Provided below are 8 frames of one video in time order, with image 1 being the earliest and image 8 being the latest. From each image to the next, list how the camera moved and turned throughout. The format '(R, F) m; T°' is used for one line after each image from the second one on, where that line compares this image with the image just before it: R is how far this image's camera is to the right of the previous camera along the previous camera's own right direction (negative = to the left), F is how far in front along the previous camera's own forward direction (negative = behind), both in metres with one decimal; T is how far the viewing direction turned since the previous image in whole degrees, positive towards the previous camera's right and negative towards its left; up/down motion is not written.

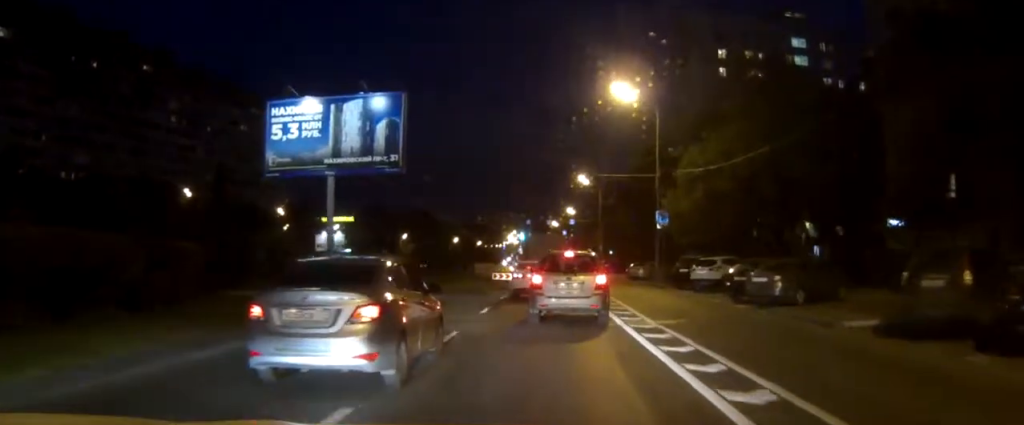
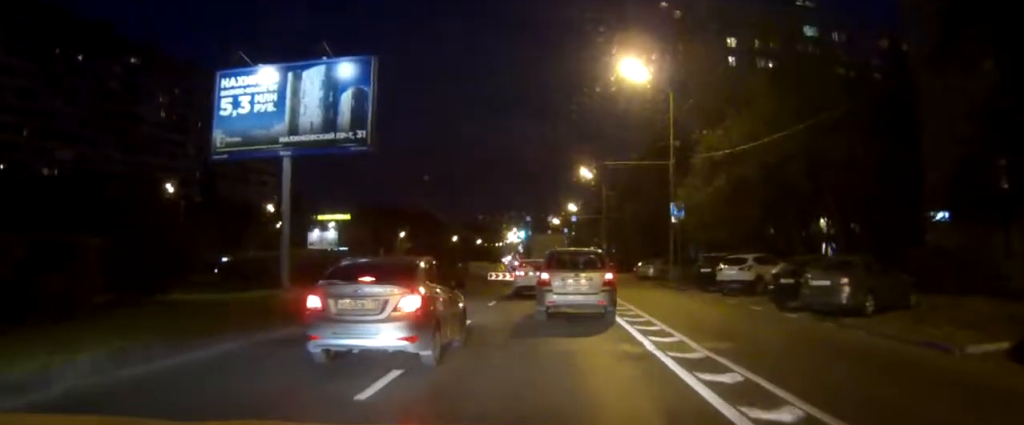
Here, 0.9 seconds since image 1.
(0.0, +5.3) m; -1°
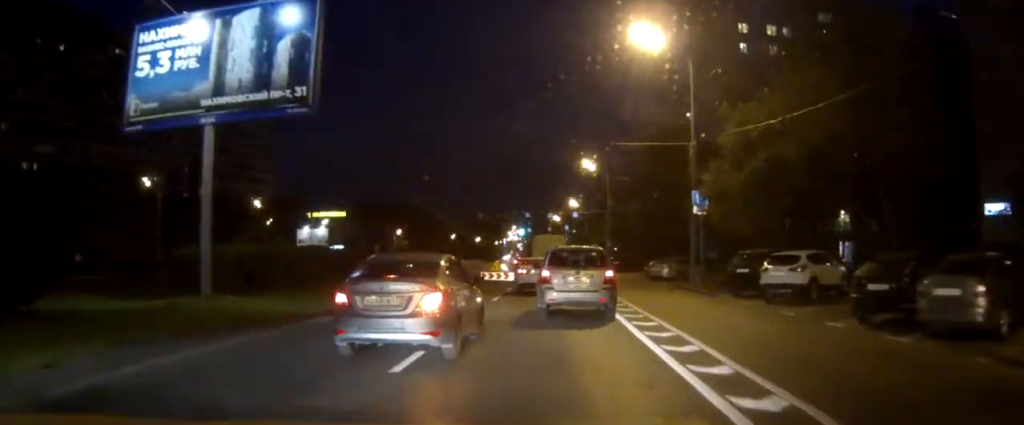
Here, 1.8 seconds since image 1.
(-0.1, +6.1) m; 0°
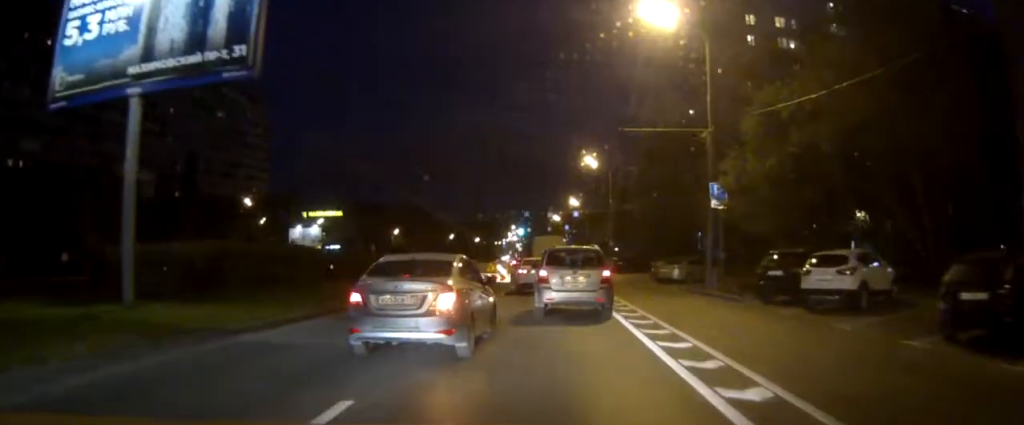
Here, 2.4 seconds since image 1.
(0.0, +4.0) m; 0°
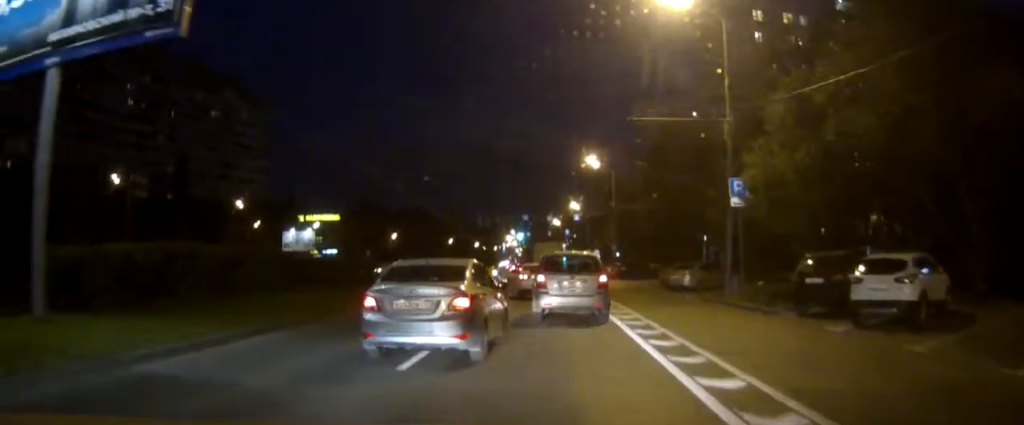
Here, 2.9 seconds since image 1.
(0.0, +3.4) m; 0°
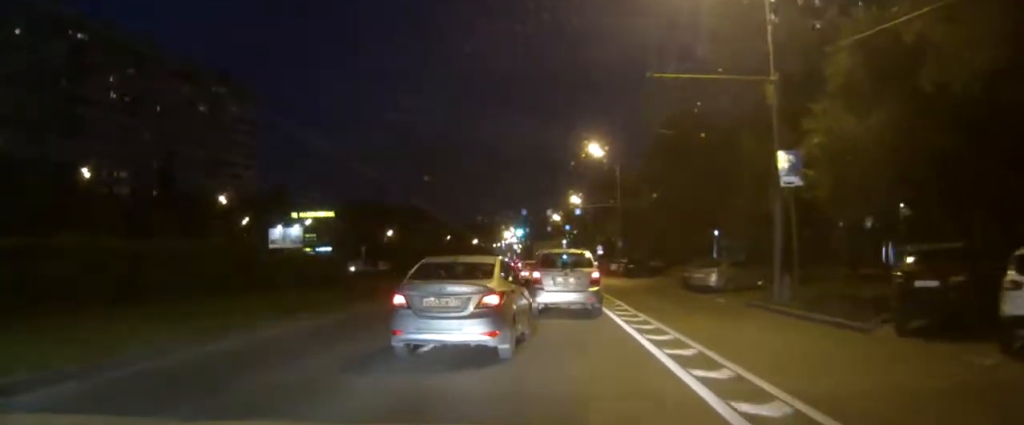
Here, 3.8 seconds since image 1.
(0.0, +6.2) m; 0°
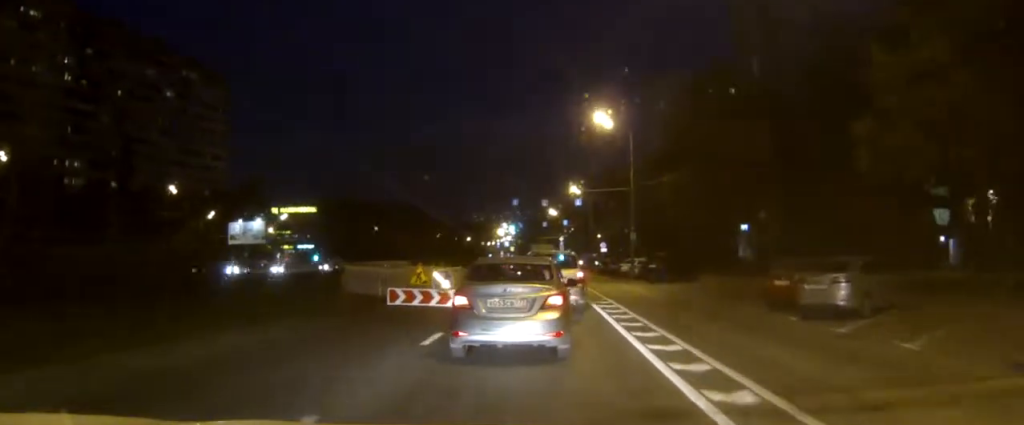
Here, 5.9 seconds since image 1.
(+0.1, +14.5) m; +1°
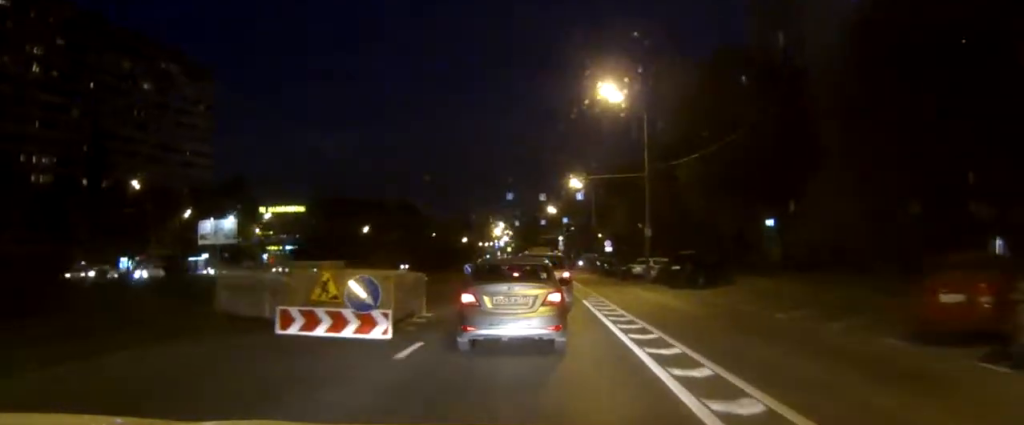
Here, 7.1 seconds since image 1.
(0.0, +9.3) m; 0°
